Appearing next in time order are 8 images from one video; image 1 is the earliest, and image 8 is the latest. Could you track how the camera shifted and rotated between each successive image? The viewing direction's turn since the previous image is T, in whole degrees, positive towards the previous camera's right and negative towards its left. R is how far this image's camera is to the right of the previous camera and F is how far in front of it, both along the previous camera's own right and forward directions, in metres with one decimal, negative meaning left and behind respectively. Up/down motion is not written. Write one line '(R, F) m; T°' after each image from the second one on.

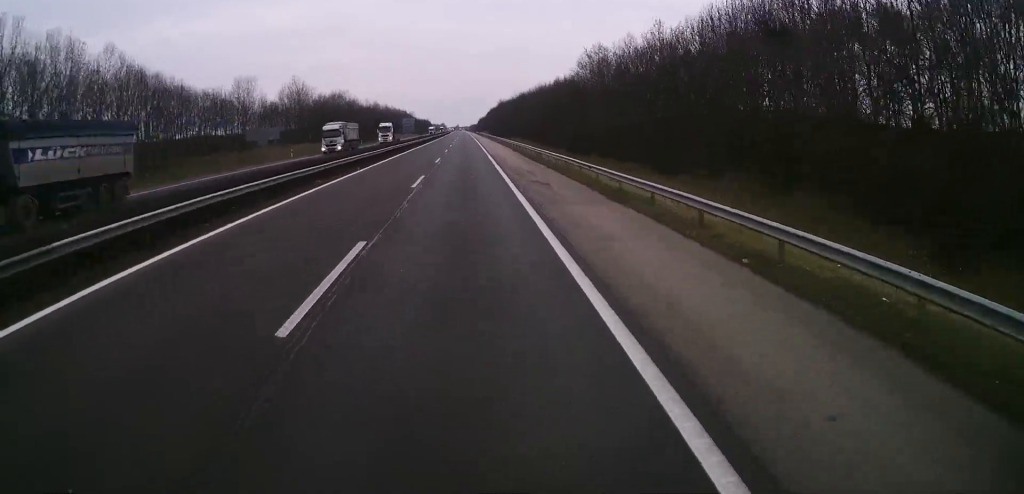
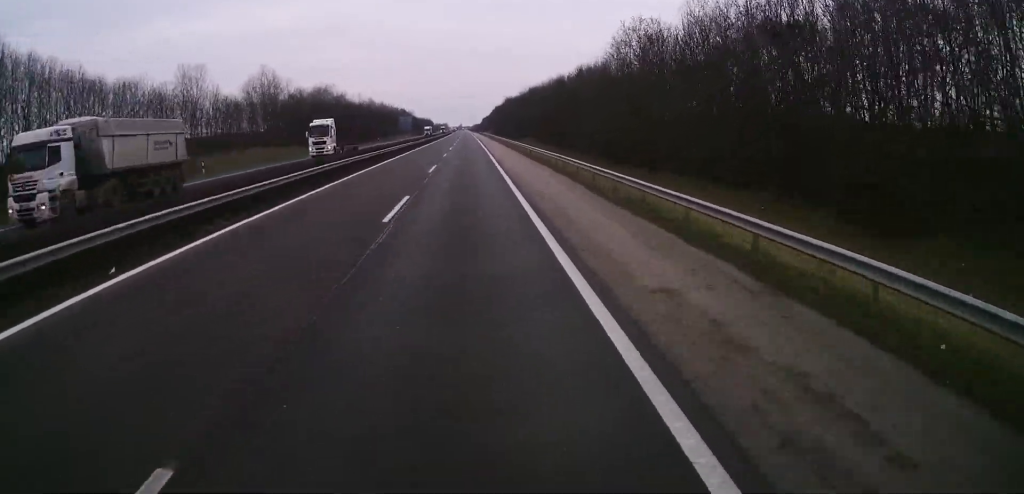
(+0.2, +26.9) m; 0°
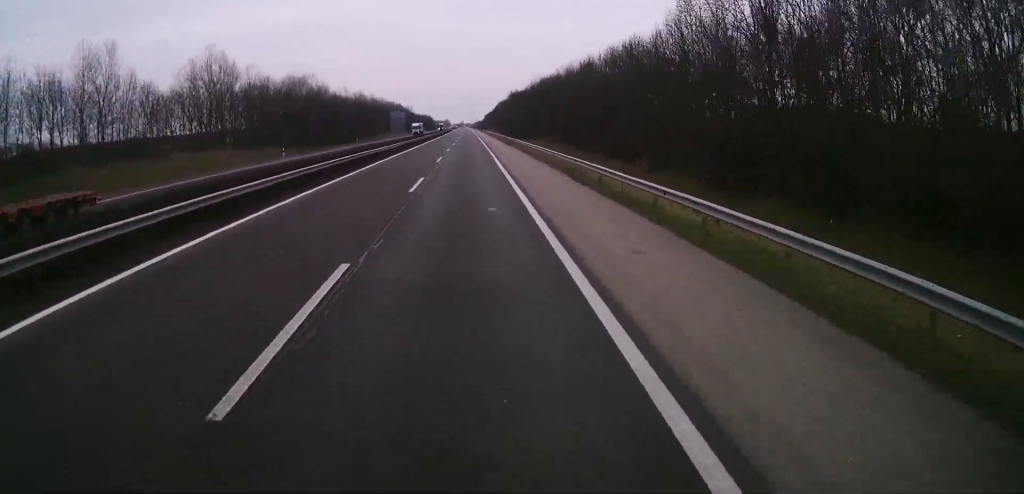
(-0.2, +29.2) m; 0°
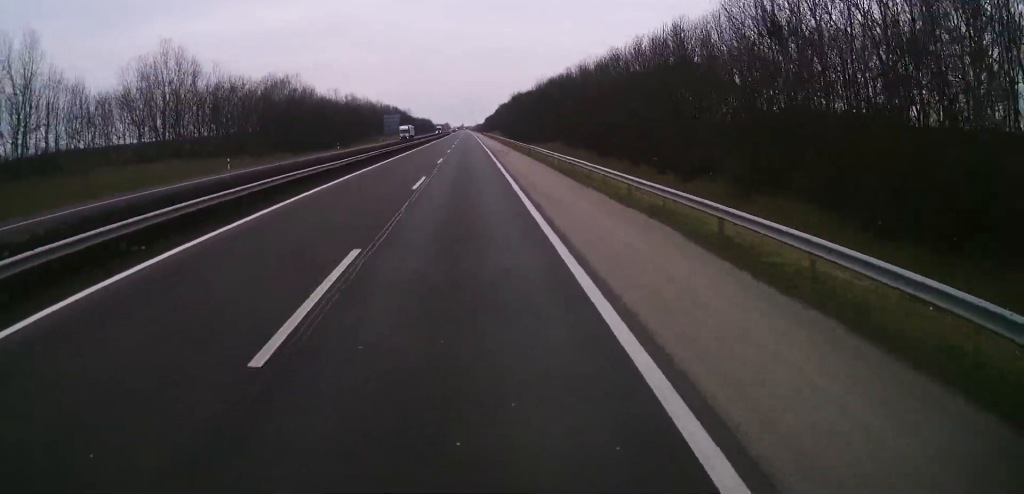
(0.0, +16.9) m; 0°
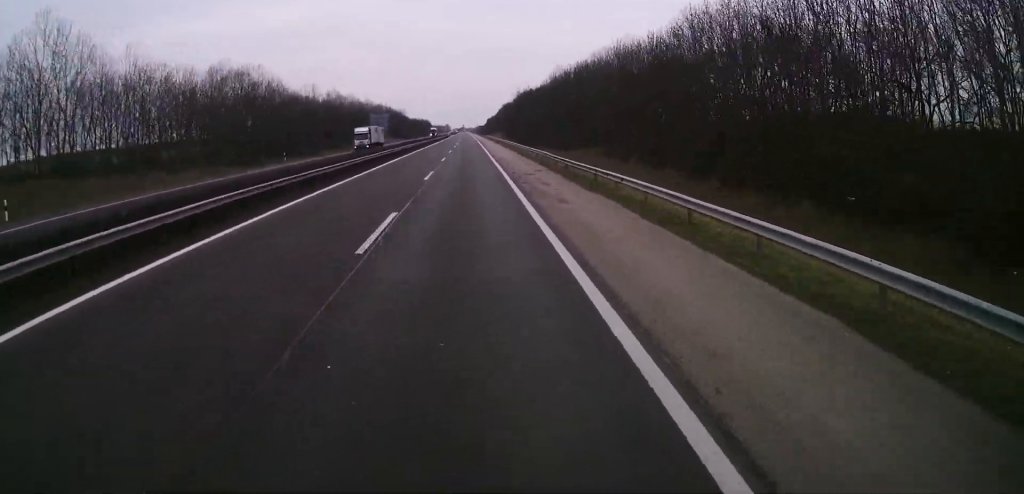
(+0.1, +30.0) m; 0°
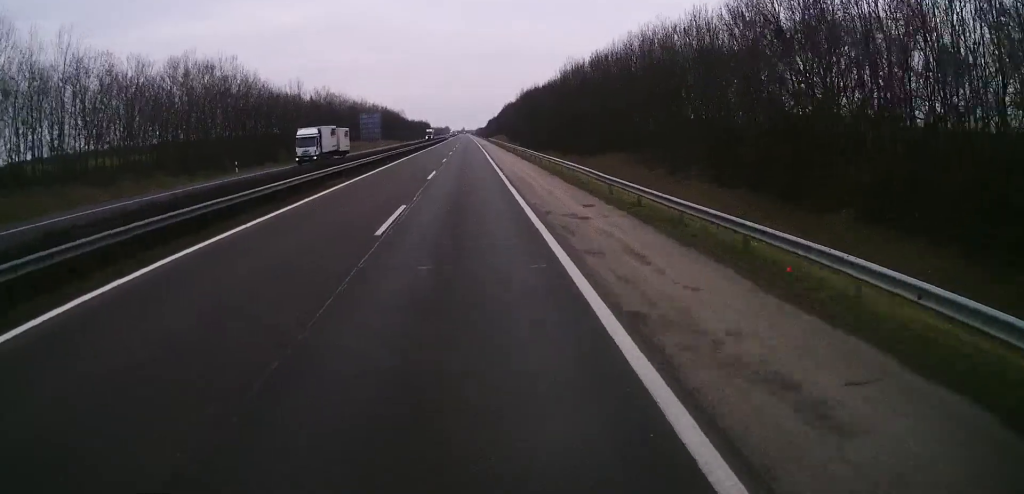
(+0.1, +15.3) m; 0°
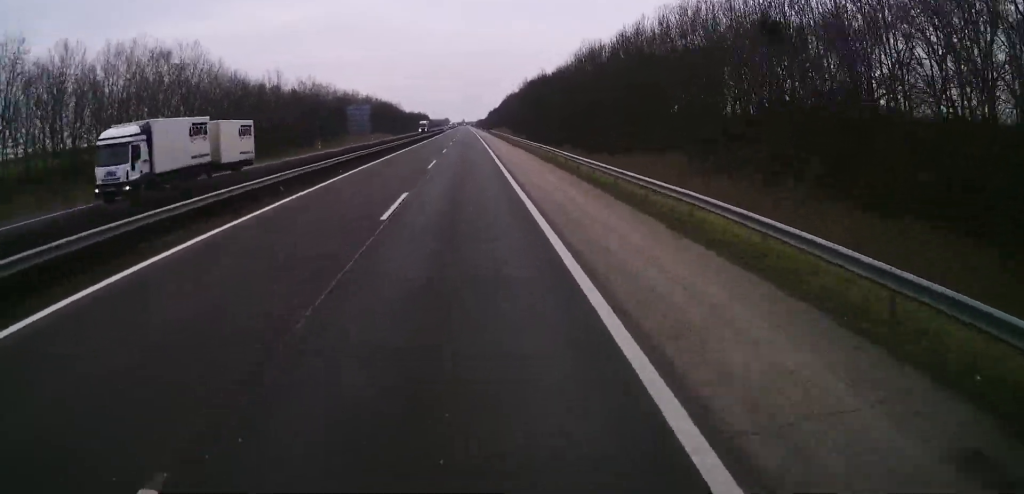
(-0.1, +16.9) m; 0°
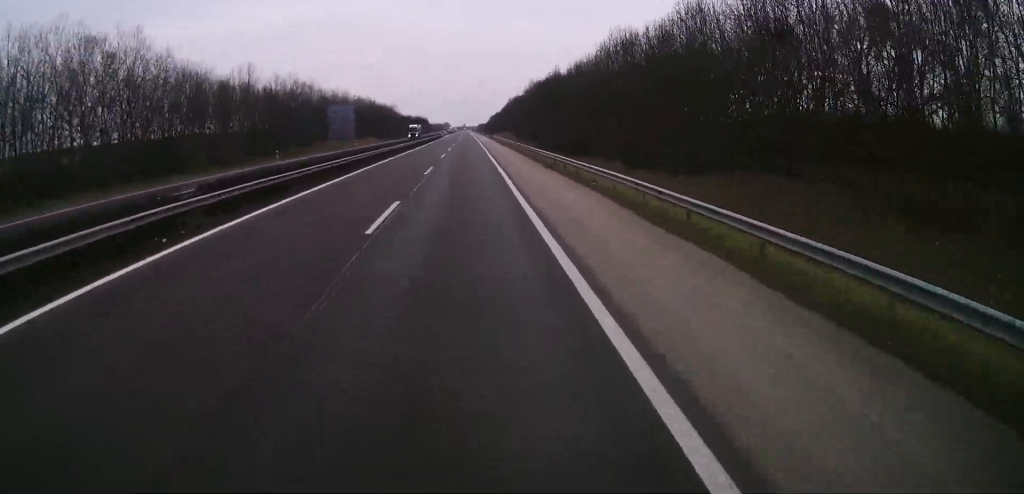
(0.0, +20.0) m; 0°
